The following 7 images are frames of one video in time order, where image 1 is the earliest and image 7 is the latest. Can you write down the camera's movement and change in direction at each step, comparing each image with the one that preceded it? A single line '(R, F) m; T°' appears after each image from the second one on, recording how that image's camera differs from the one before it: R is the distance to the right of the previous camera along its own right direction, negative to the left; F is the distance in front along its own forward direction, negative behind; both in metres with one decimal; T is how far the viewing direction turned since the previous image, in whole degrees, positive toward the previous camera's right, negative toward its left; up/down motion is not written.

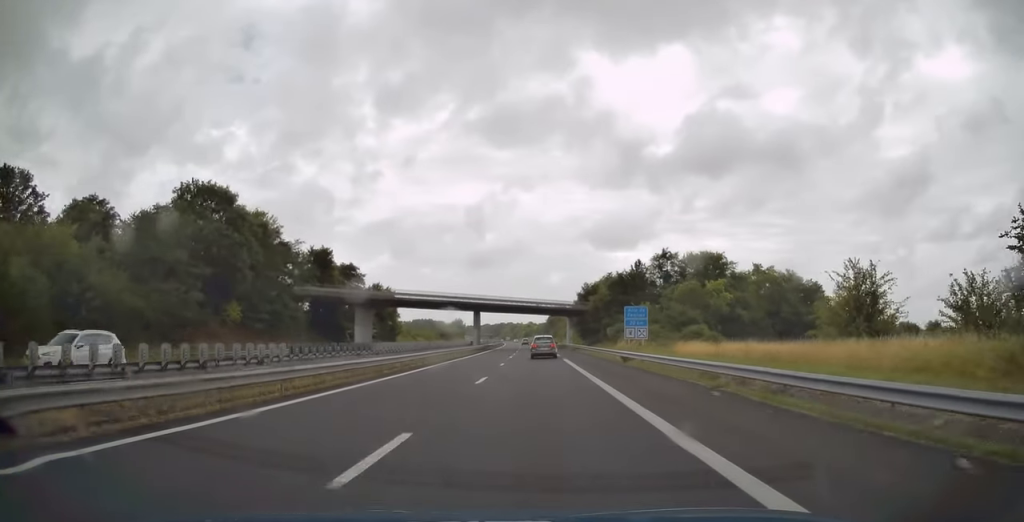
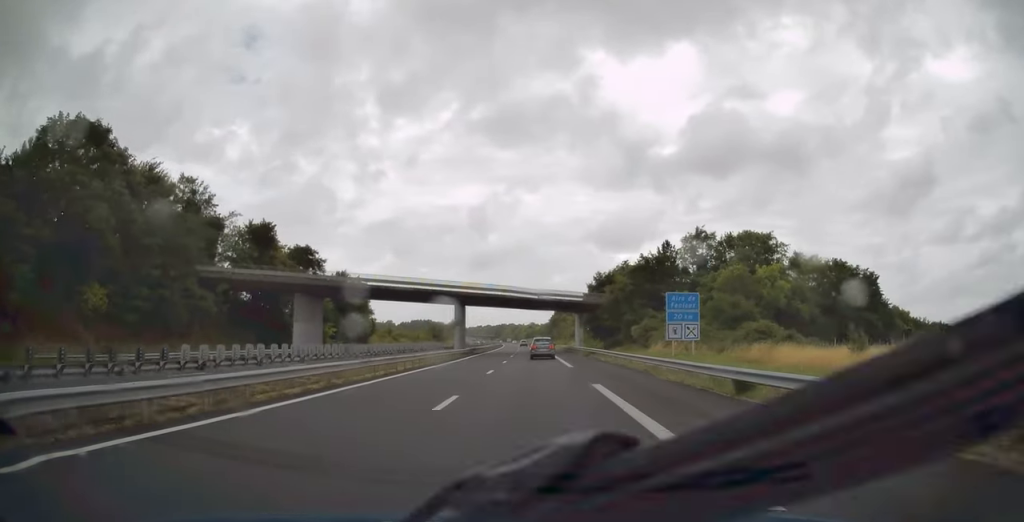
(0.0, +20.0) m; 0°
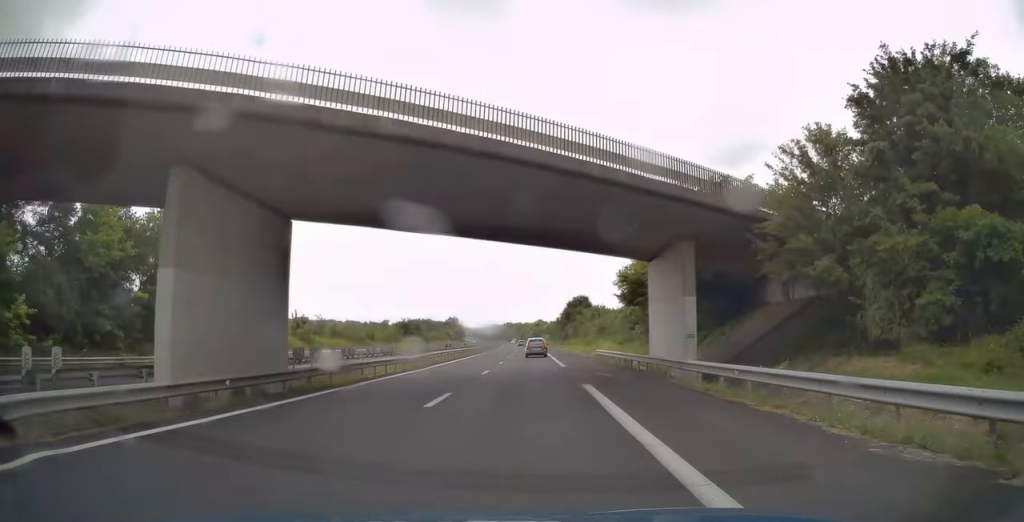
(-0.3, +51.2) m; -1°
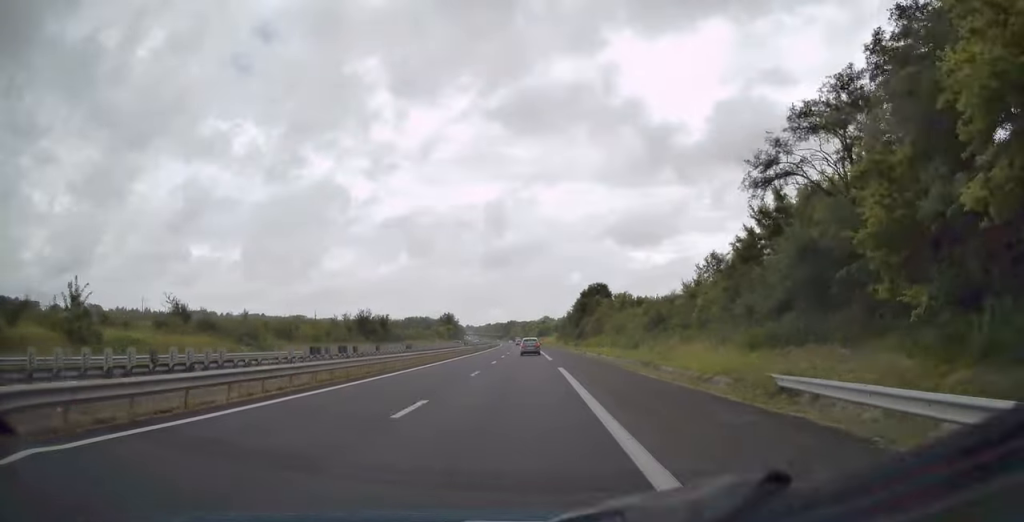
(-0.2, +41.1) m; -1°
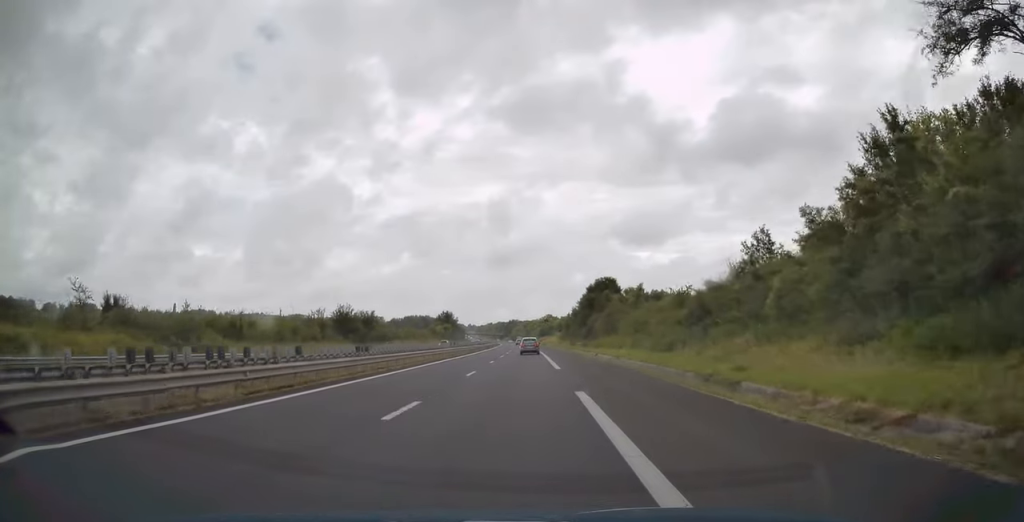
(0.0, +13.5) m; 0°
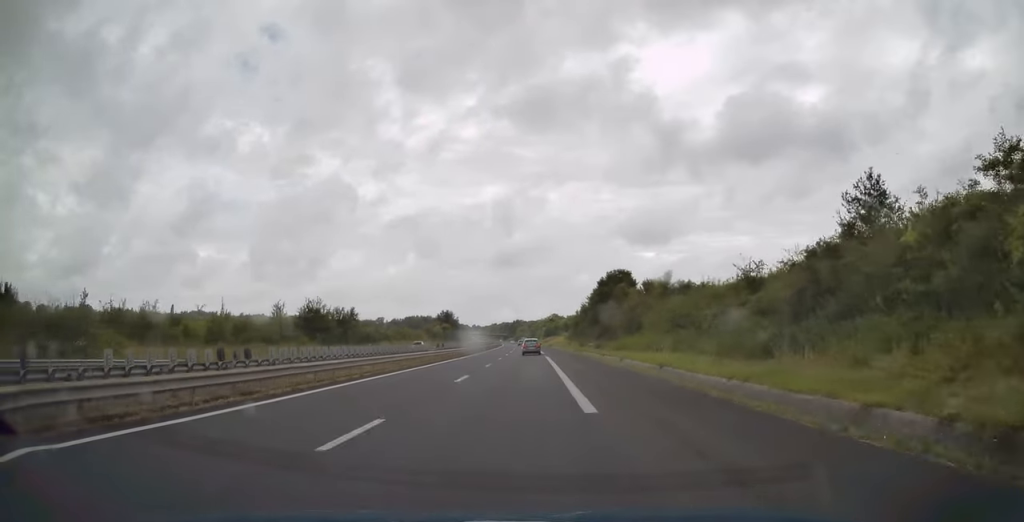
(0.0, +16.2) m; 0°
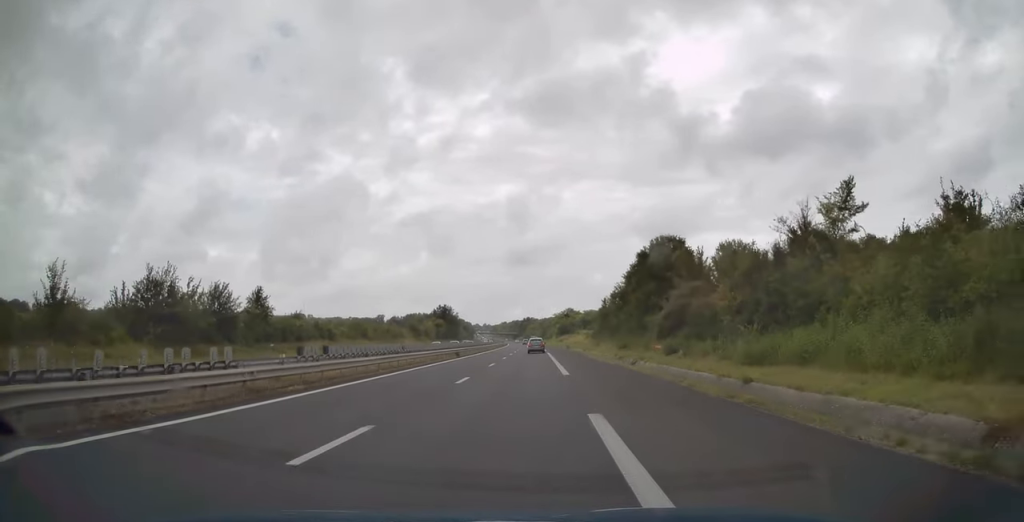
(-0.2, +40.0) m; -1°
